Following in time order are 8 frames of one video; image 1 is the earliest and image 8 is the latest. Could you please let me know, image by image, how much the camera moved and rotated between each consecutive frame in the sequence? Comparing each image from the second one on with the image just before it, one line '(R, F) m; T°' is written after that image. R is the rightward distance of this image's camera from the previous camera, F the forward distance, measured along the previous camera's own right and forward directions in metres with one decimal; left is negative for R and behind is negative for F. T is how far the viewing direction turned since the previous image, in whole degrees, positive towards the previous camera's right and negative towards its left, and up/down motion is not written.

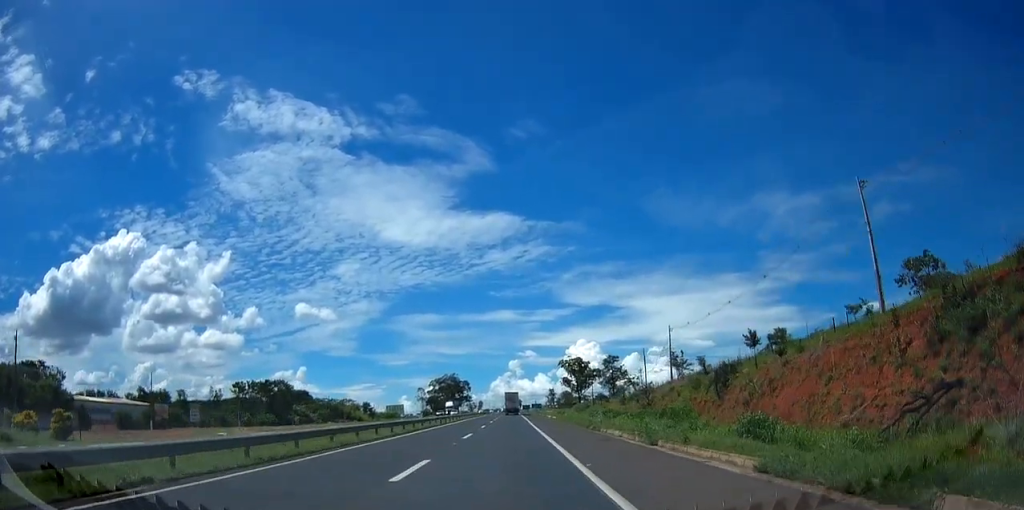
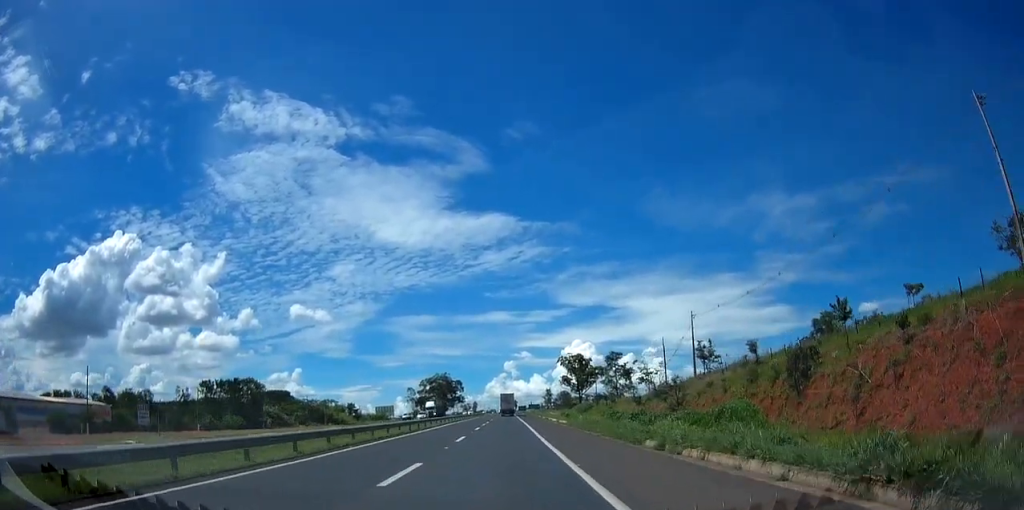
(-0.5, +15.9) m; 0°
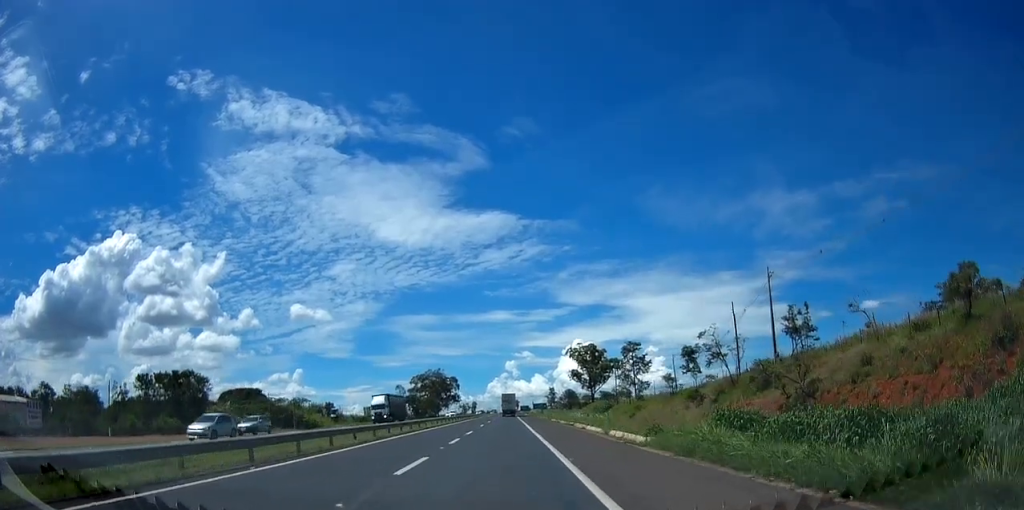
(+0.8, +27.6) m; +2°
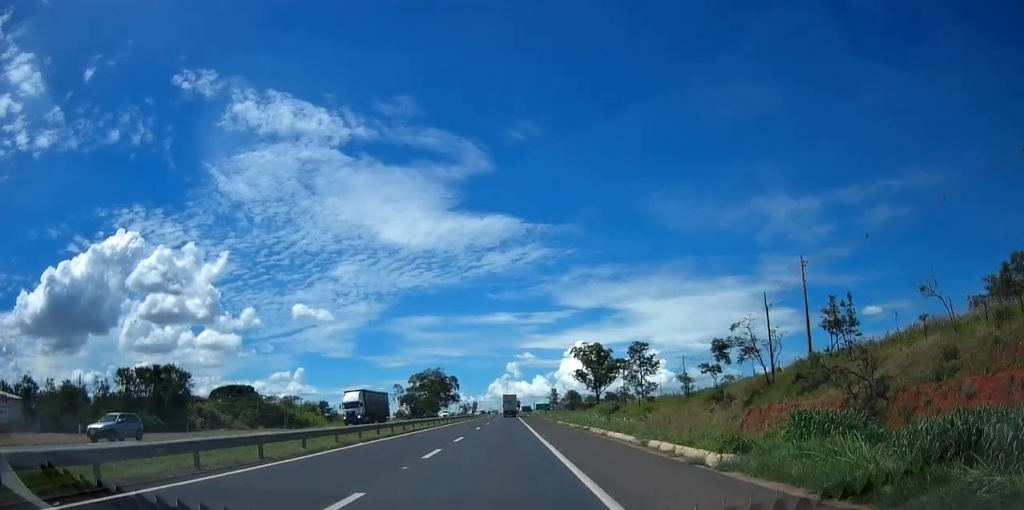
(0.0, +7.3) m; 0°
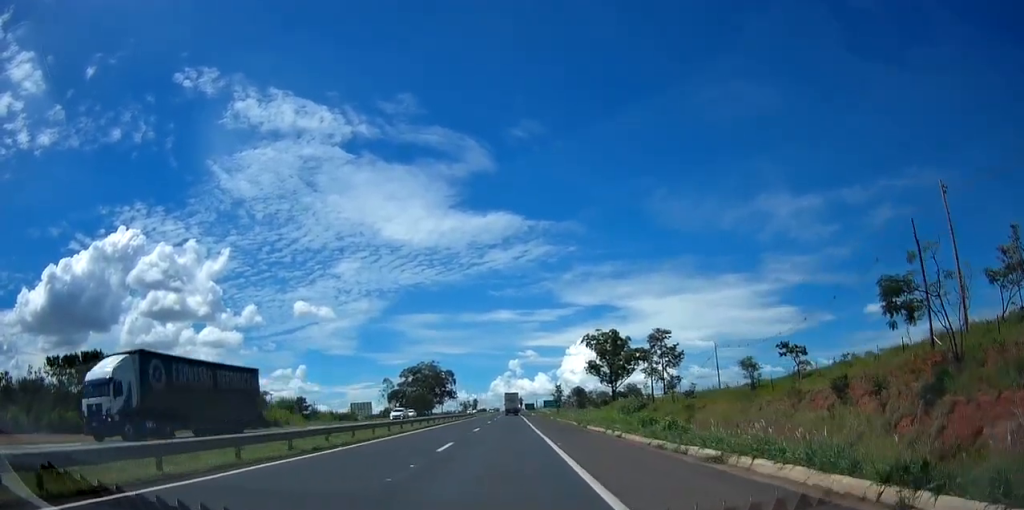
(-0.3, +21.8) m; -2°
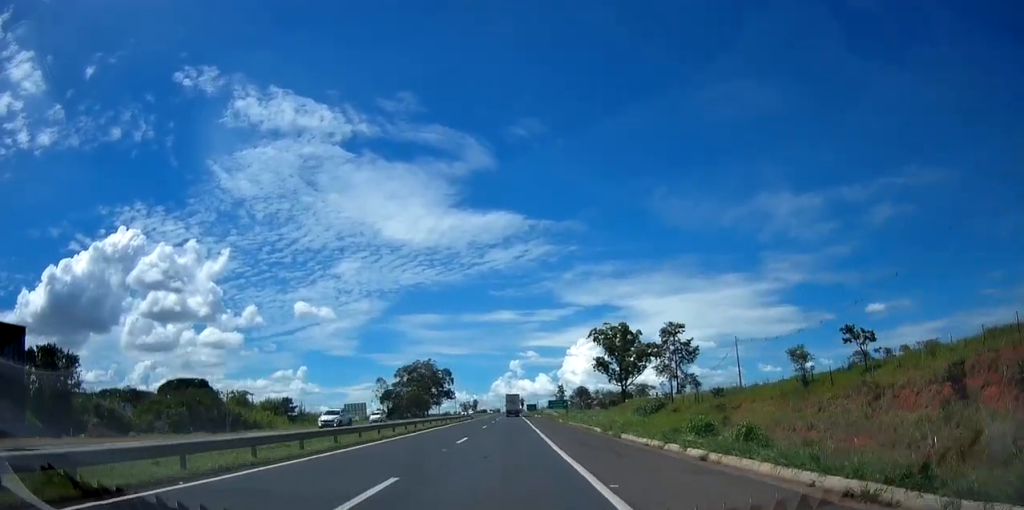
(-0.3, +11.0) m; 0°
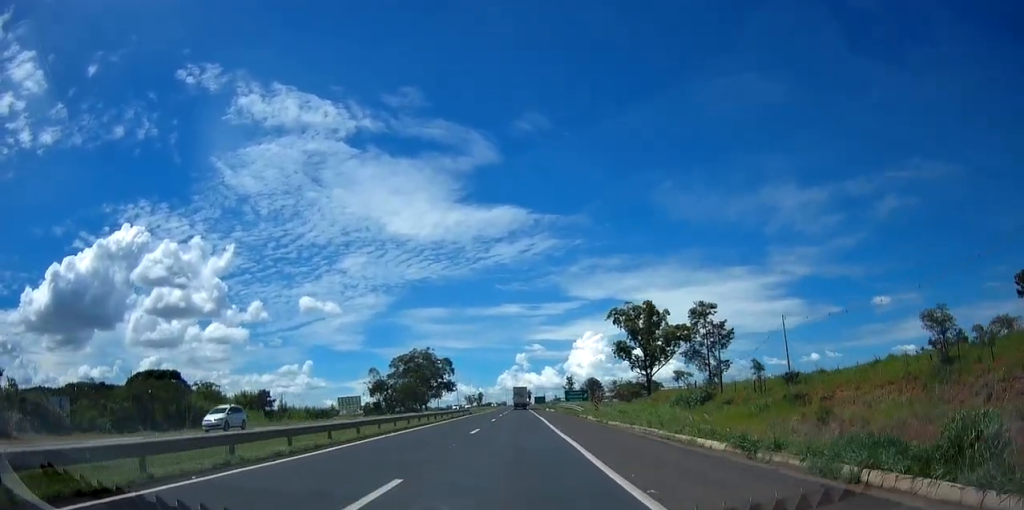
(+0.5, +18.2) m; +2°
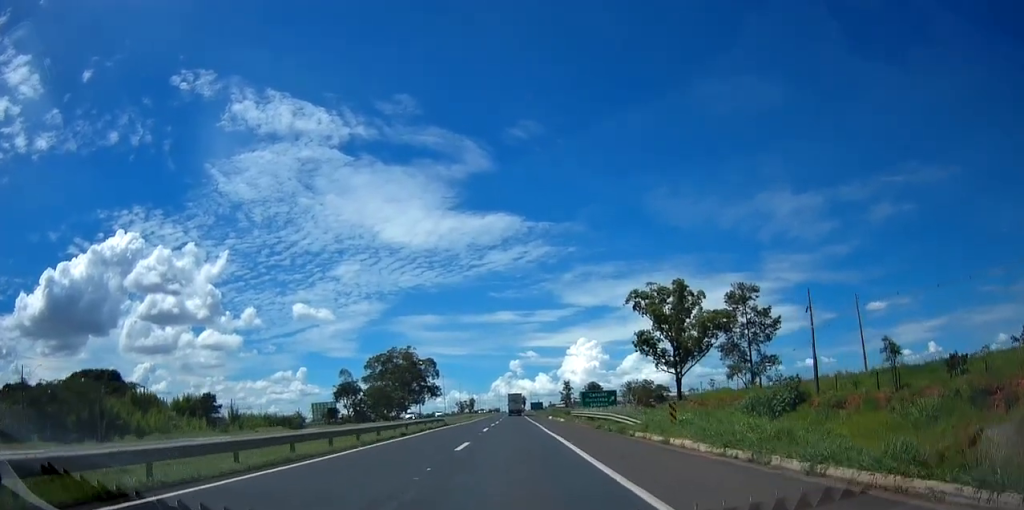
(-0.4, +24.0) m; -1°
